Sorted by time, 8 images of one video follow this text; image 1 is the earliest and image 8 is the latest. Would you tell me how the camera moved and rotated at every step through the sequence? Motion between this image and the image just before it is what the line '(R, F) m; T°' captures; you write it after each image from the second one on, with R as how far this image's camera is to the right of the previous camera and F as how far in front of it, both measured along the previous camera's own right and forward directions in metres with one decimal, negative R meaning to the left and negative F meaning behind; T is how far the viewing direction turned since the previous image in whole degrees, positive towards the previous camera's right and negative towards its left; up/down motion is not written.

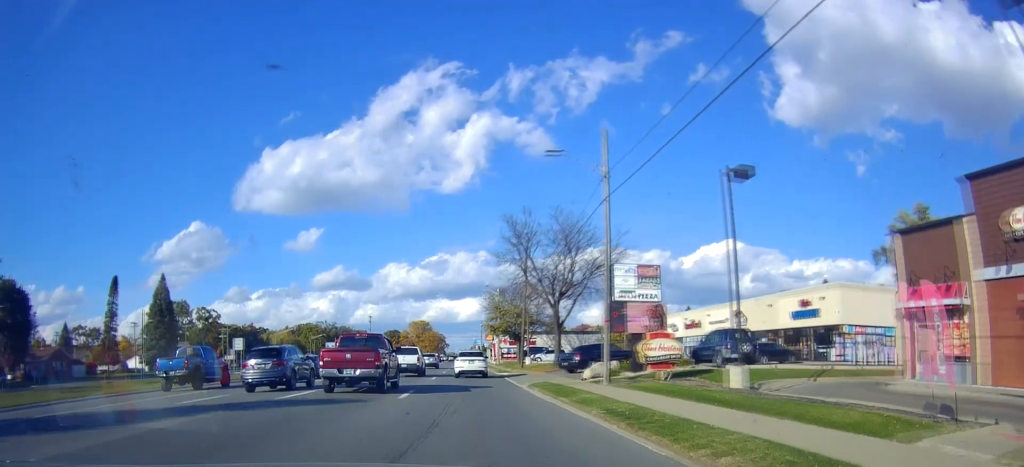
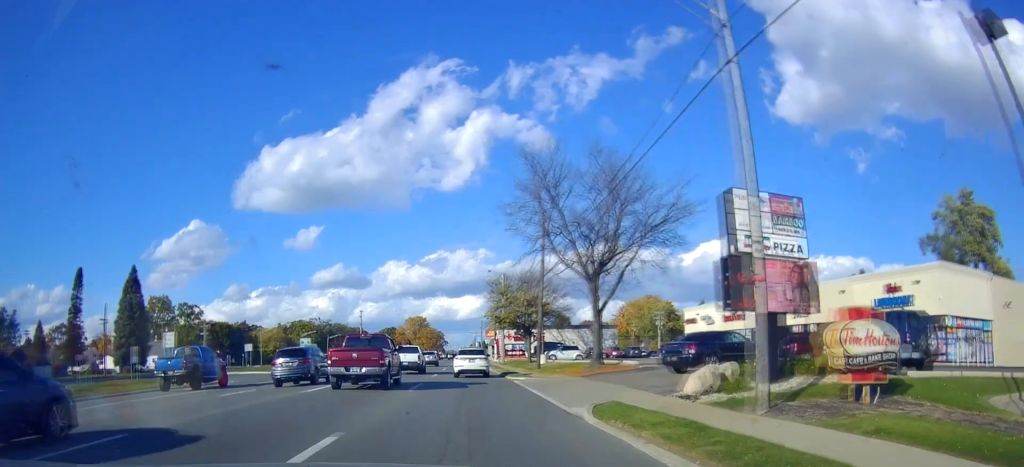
(-0.2, +13.6) m; 0°
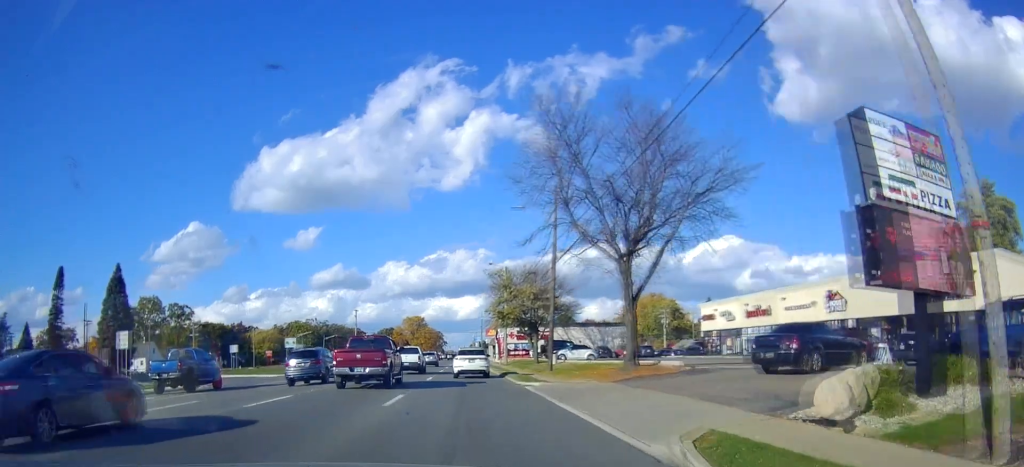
(+0.1, +6.3) m; +1°
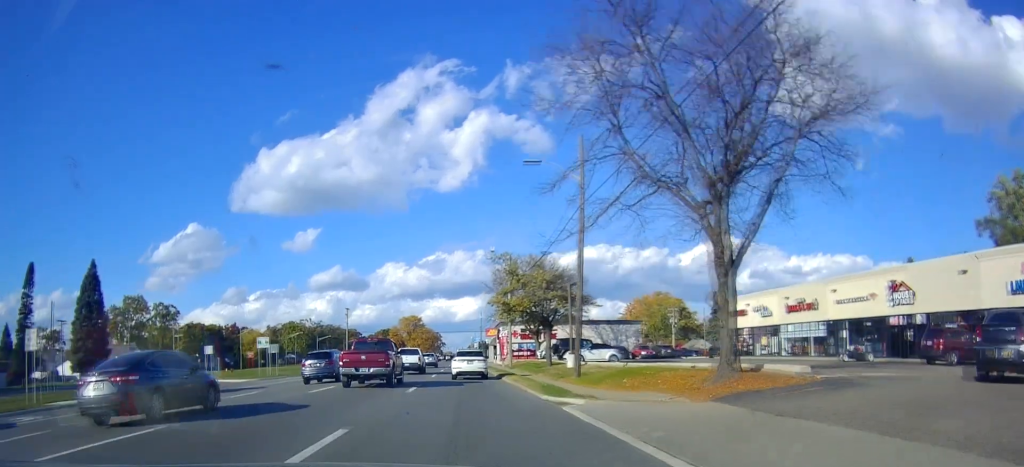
(+0.1, +9.1) m; +1°
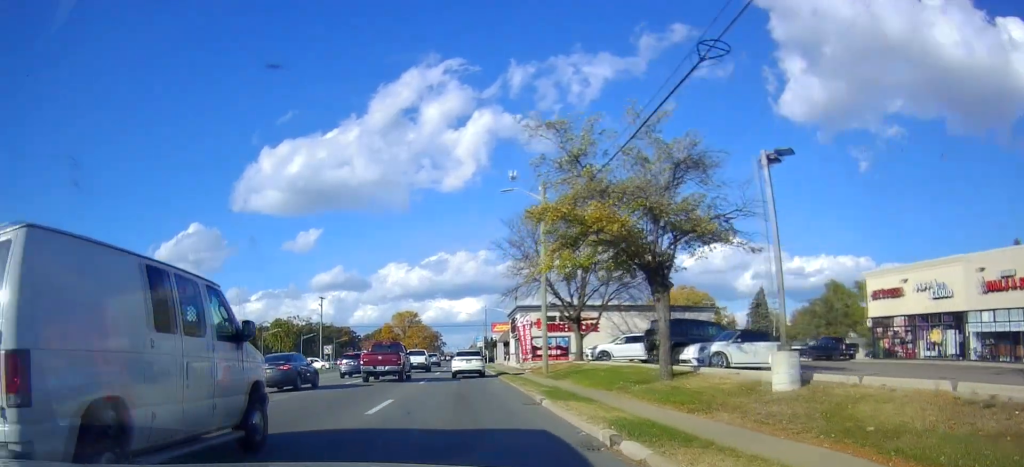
(0.0, +23.6) m; -3°
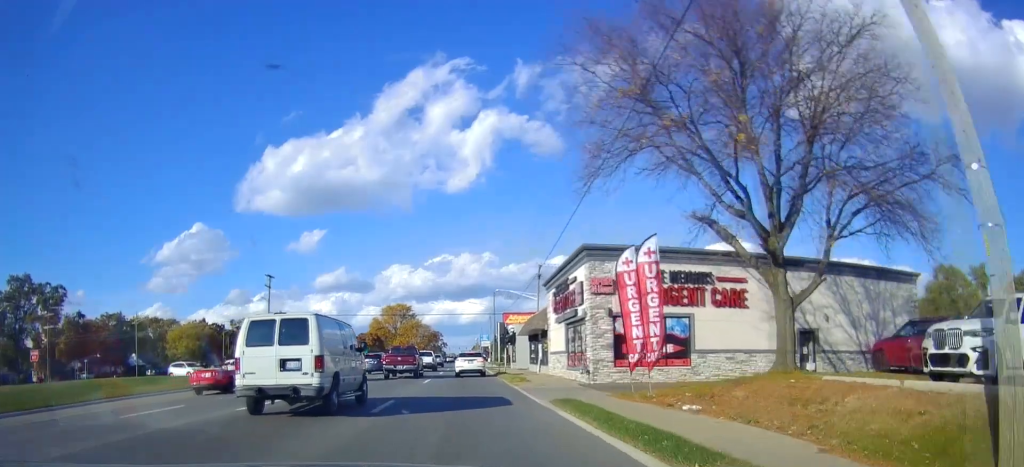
(-0.1, +27.7) m; +3°
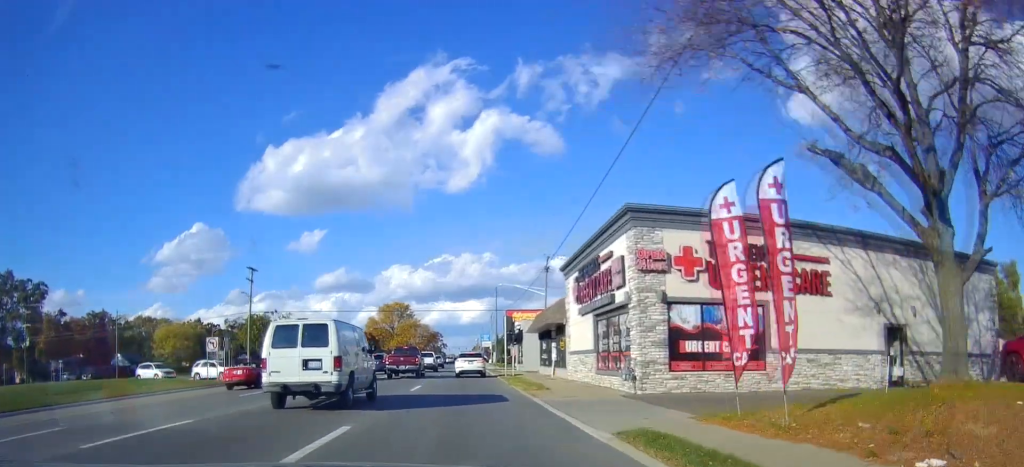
(0.0, +6.5) m; 0°
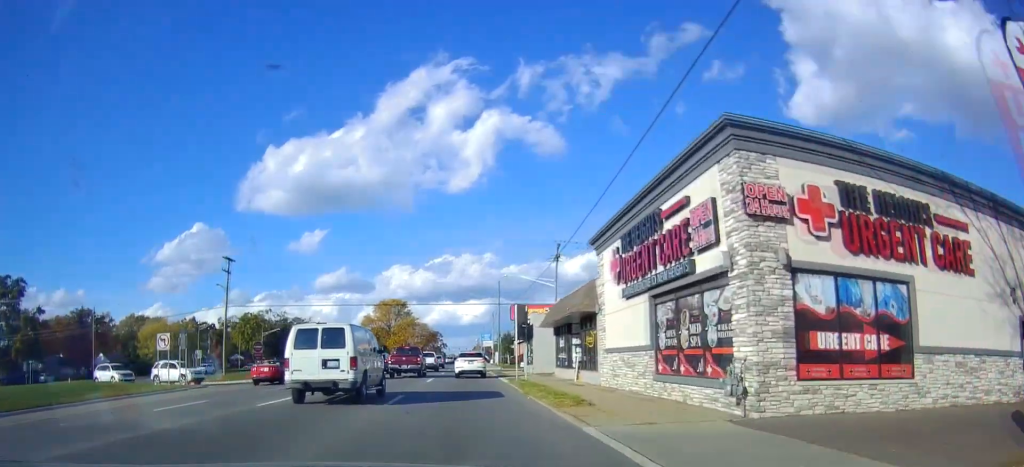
(0.0, +7.0) m; 0°
